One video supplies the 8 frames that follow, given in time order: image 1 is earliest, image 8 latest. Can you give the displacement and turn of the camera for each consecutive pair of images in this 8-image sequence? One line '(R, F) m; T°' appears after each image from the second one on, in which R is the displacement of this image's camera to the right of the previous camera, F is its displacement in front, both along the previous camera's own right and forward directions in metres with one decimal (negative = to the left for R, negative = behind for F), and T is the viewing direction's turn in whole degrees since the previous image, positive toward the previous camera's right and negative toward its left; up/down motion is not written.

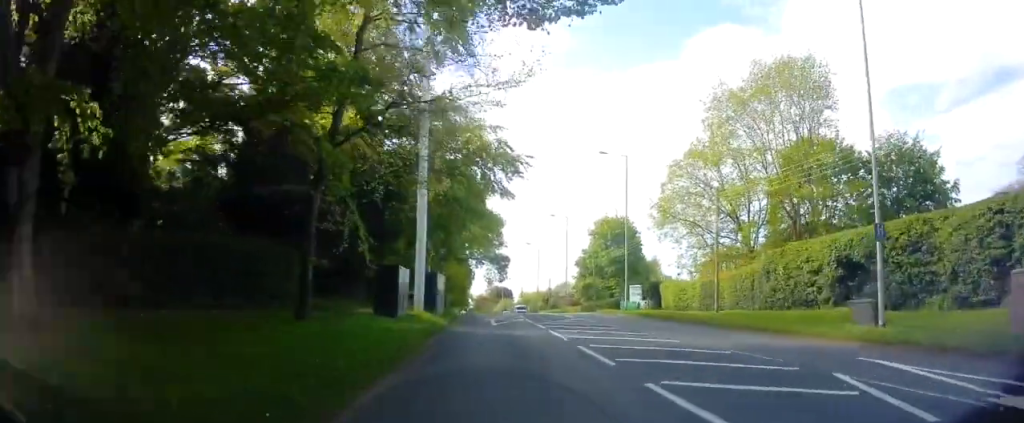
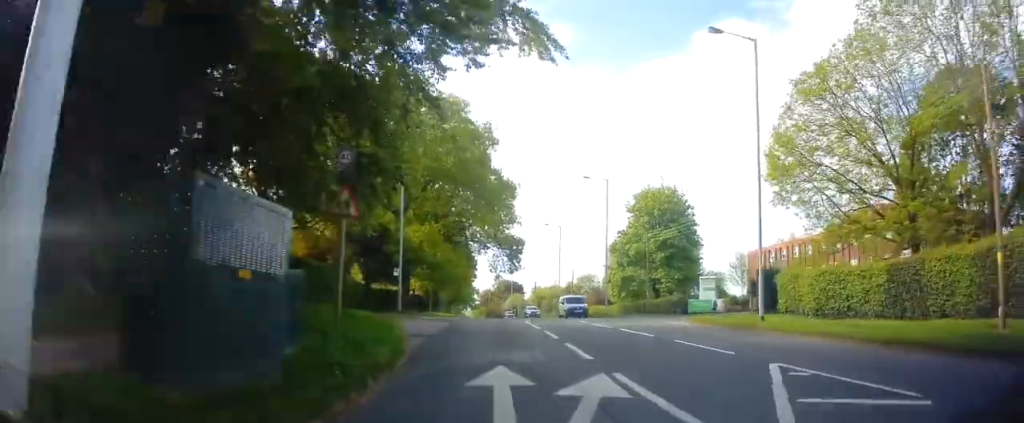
(-0.1, +21.7) m; -1°
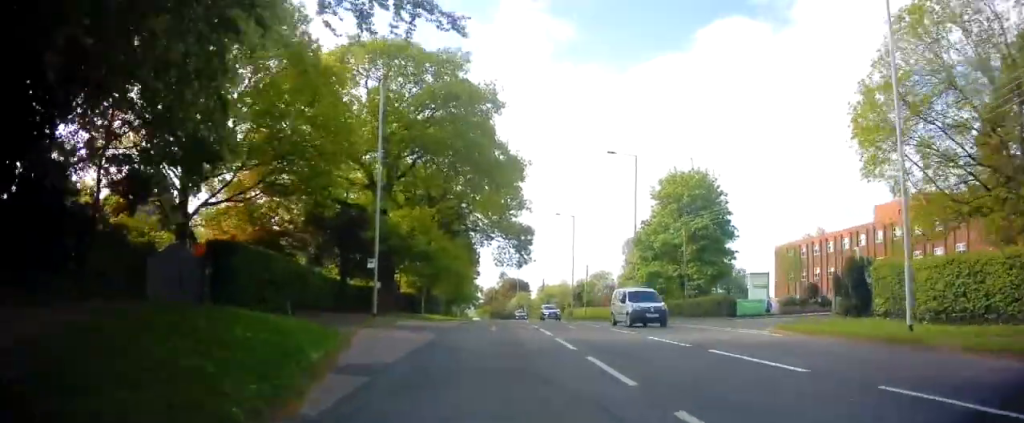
(0.0, +8.7) m; 0°
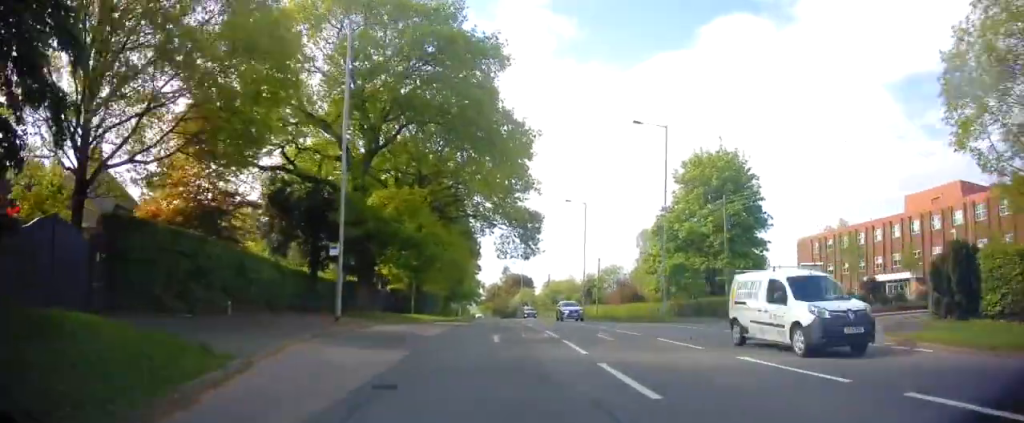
(0.0, +6.8) m; 0°
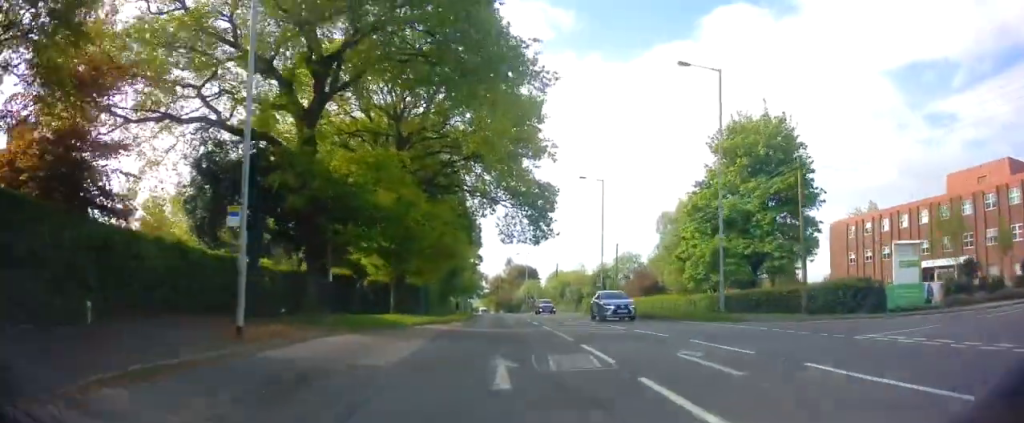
(+0.1, +8.5) m; -1°
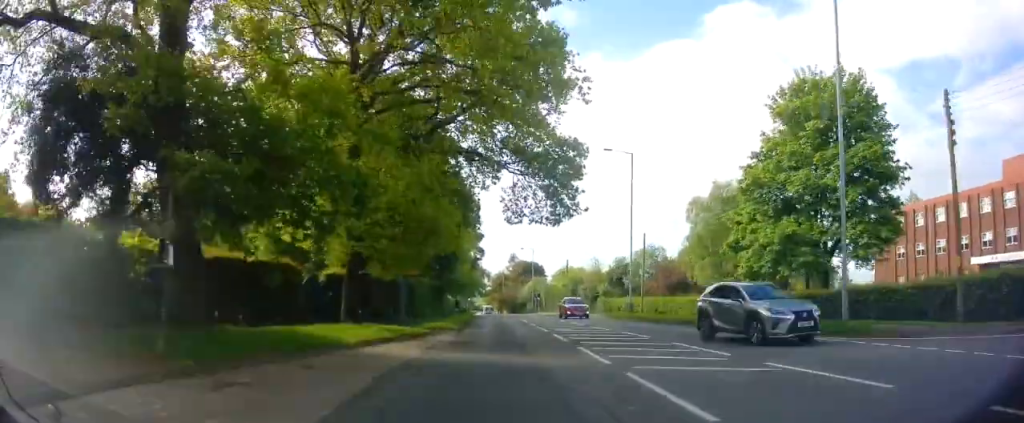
(-0.2, +10.1) m; -1°
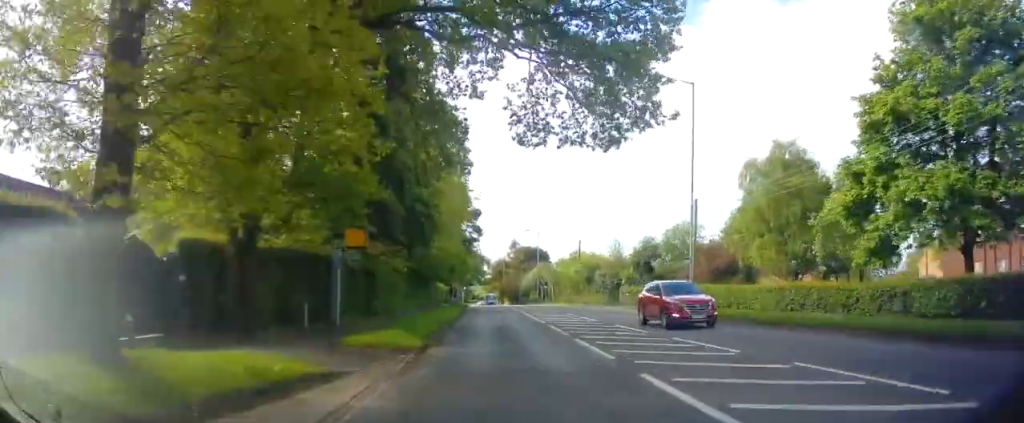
(-0.1, +13.2) m; -1°
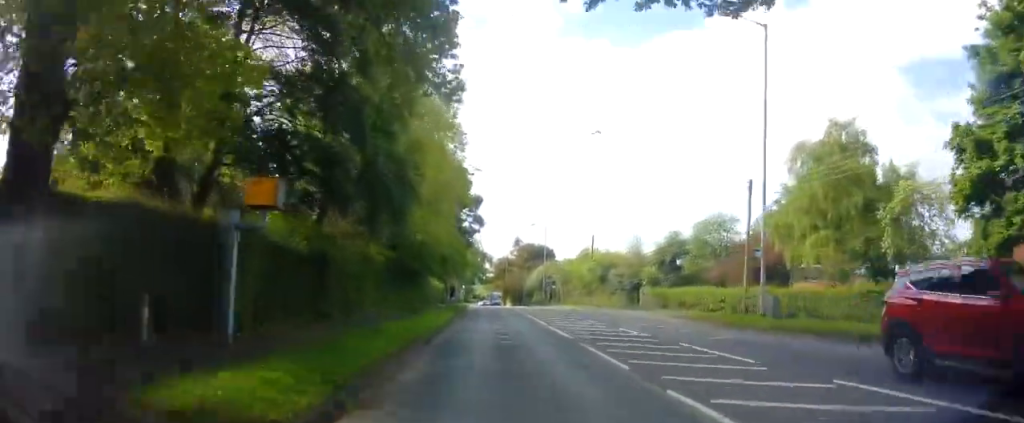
(0.0, +7.8) m; 0°
